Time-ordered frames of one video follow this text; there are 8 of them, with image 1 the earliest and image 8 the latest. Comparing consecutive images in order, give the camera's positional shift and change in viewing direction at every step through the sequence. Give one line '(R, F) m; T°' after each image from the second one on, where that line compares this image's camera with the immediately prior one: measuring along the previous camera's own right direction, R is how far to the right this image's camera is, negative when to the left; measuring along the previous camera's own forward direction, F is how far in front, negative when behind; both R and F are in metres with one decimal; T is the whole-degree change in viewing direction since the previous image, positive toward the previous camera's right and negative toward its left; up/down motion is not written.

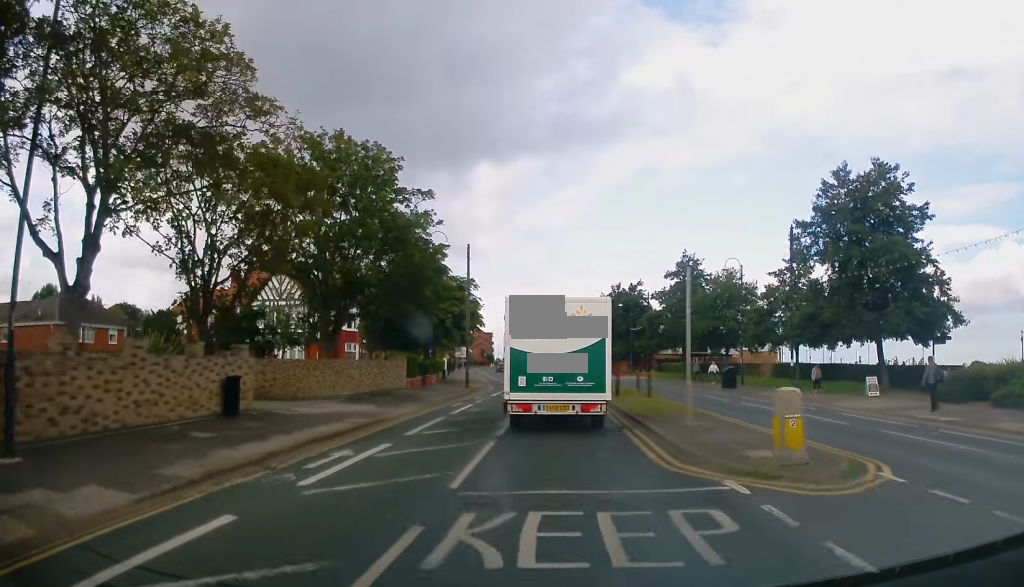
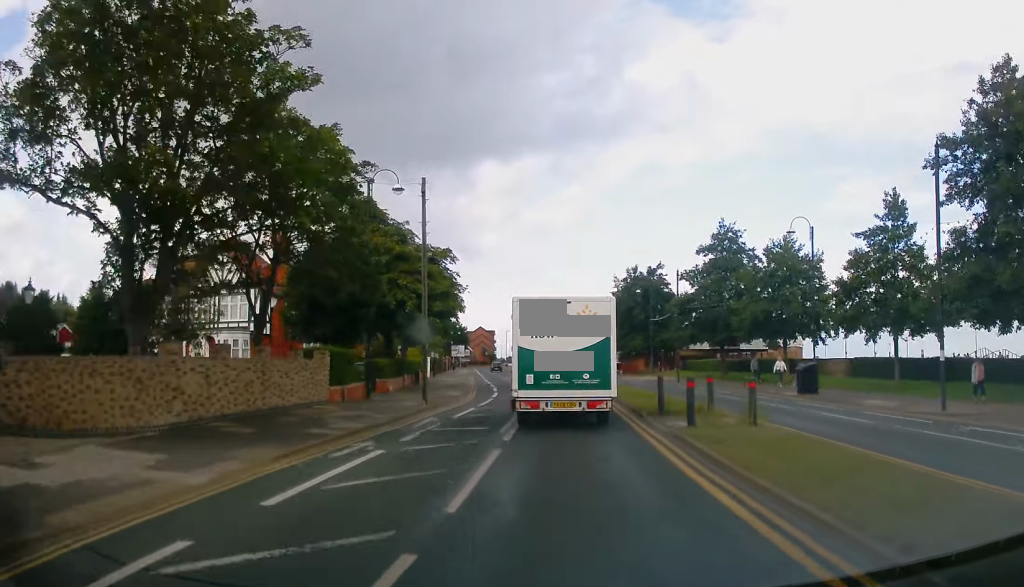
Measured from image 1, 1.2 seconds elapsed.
(-0.1, +13.2) m; 0°
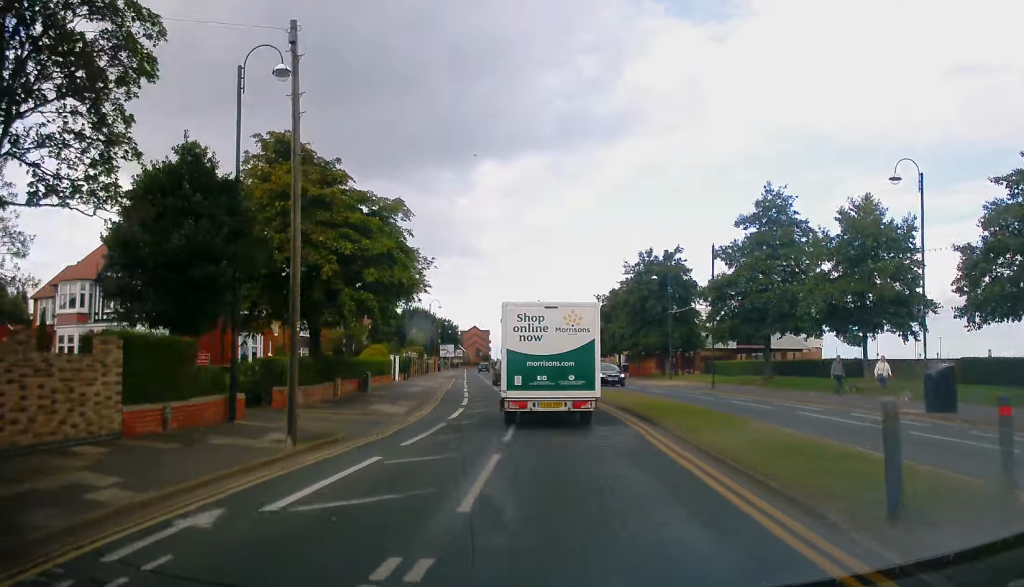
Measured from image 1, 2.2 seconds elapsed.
(+0.2, +12.0) m; 0°
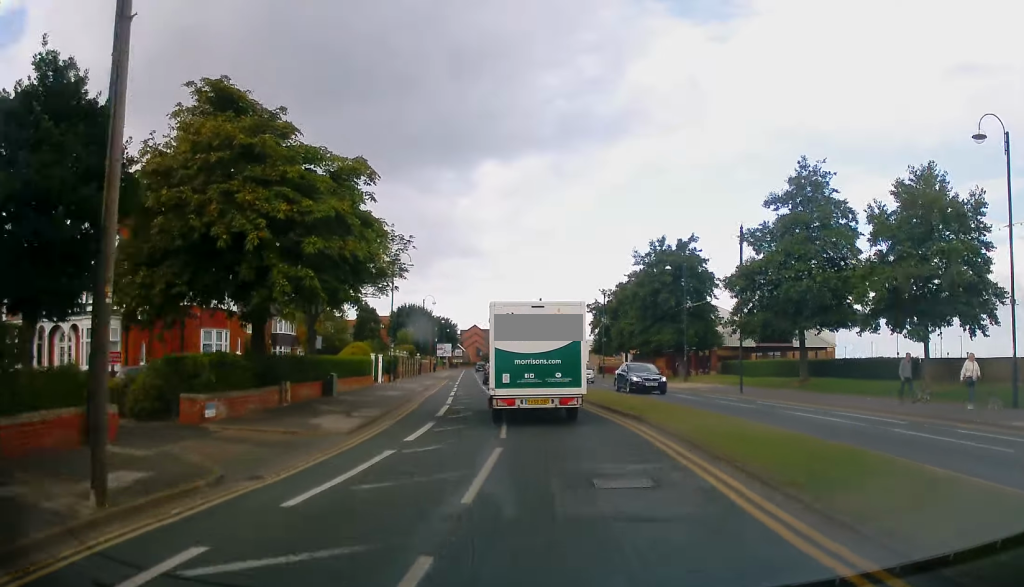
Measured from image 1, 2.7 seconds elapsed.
(-0.1, +5.7) m; 0°
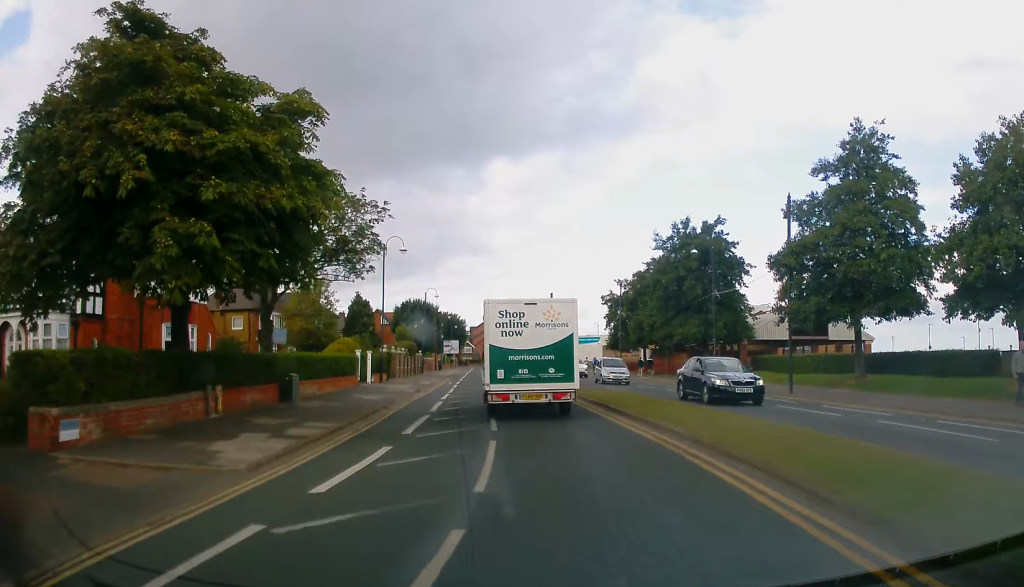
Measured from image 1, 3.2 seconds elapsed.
(0.0, +5.6) m; -2°
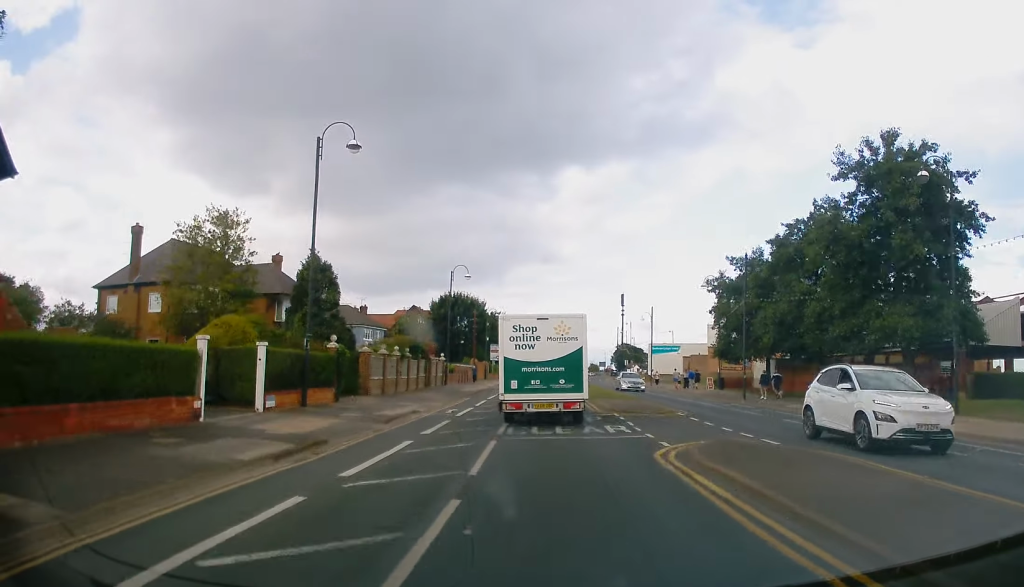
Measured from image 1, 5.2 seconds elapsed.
(-1.4, +21.7) m; -5°
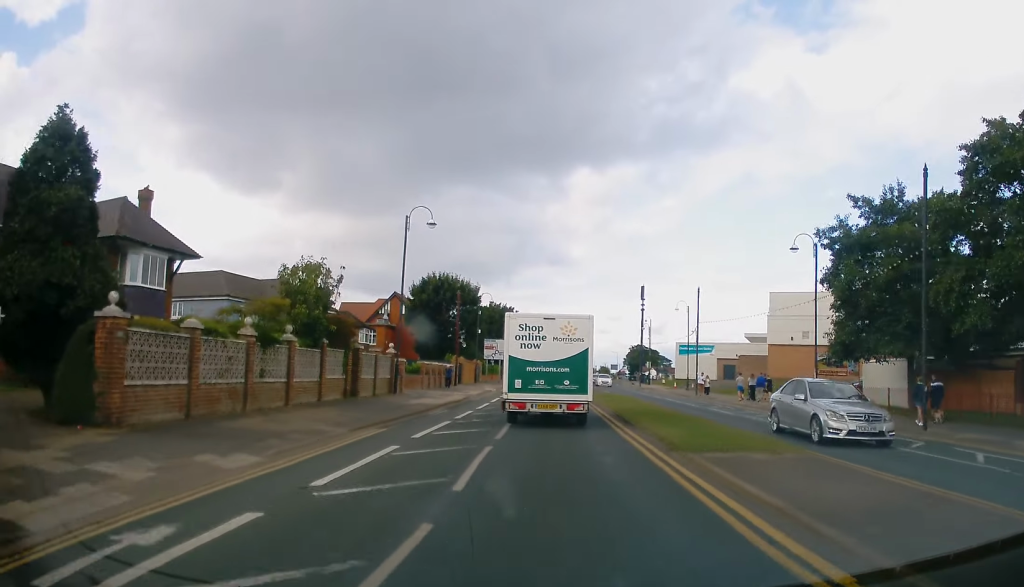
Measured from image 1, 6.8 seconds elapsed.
(+0.3, +18.1) m; +1°
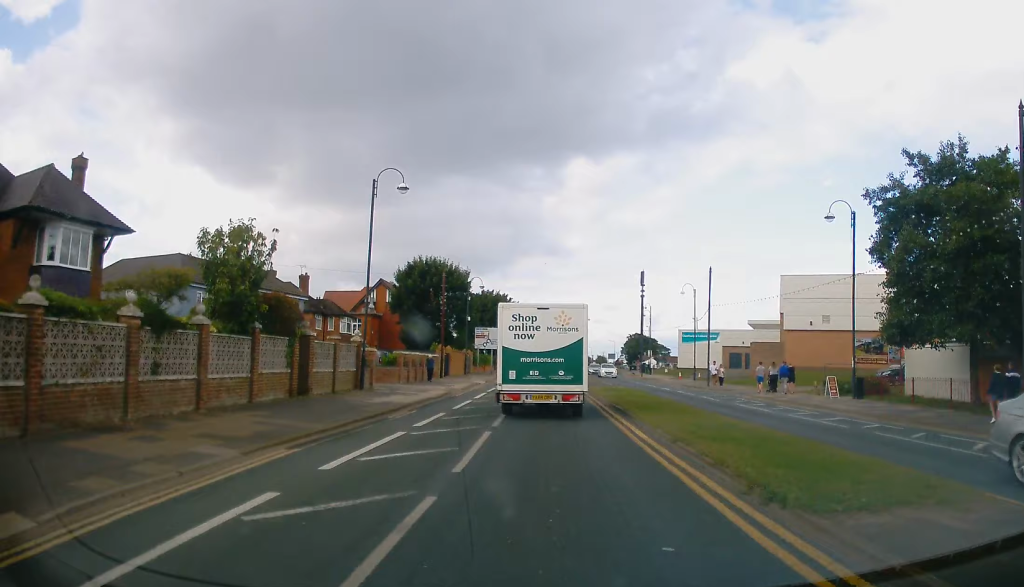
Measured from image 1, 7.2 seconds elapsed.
(0.0, +5.1) m; 0°
